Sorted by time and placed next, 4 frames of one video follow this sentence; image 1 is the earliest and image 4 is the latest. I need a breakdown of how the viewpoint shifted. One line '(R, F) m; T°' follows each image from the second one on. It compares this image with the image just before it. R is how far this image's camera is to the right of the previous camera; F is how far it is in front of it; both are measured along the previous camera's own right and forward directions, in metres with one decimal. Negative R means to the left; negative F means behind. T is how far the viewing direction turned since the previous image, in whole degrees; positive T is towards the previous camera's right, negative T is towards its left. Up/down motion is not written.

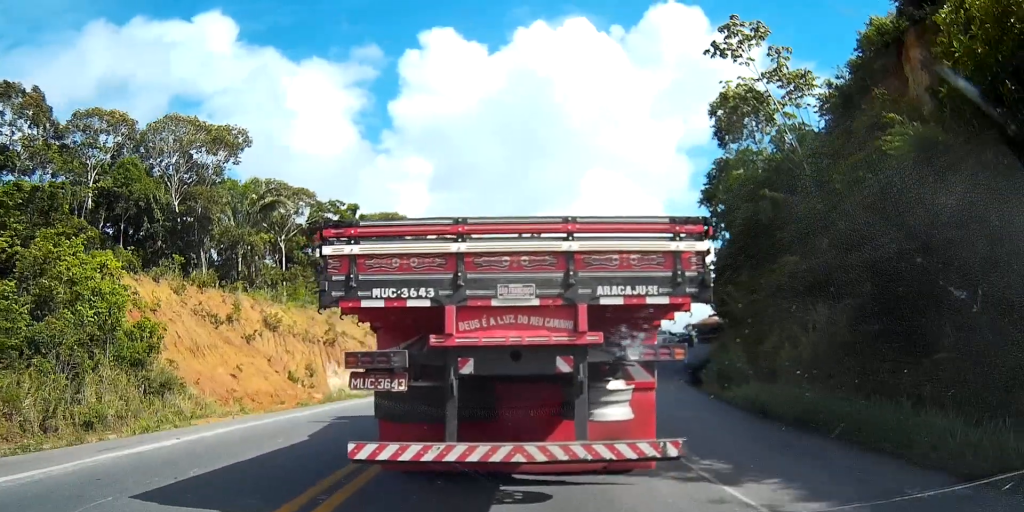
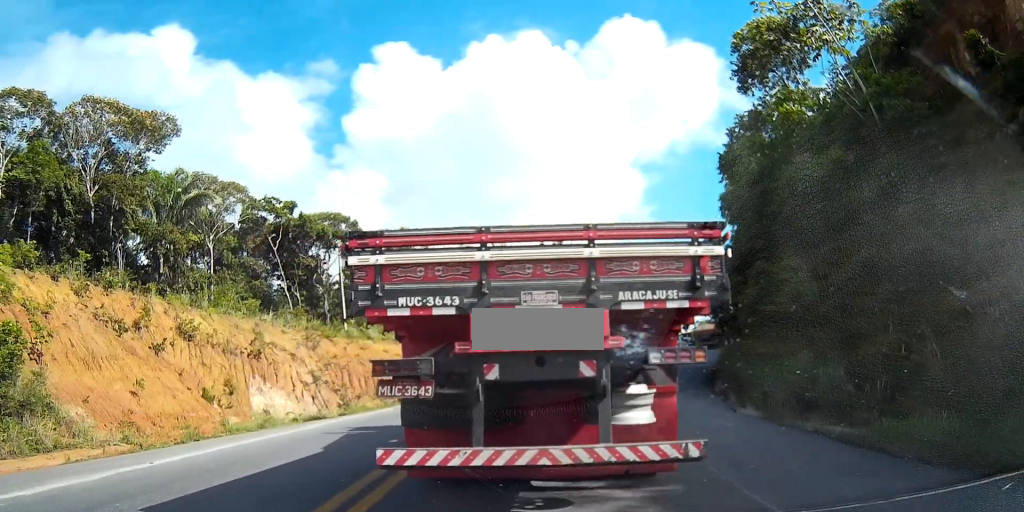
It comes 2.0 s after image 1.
(+0.3, +8.9) m; +4°
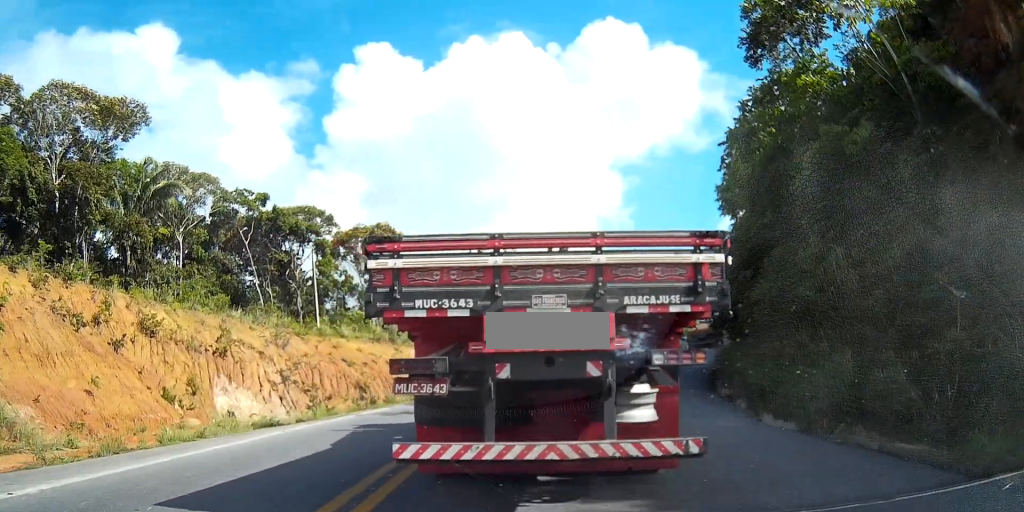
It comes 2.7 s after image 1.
(0.0, +3.0) m; +3°
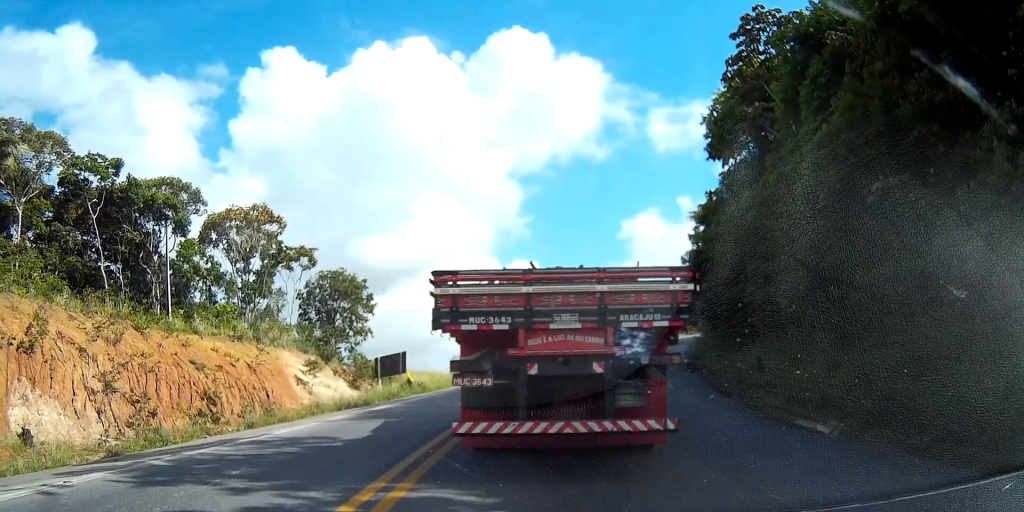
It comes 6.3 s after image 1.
(+0.2, +13.8) m; +2°
